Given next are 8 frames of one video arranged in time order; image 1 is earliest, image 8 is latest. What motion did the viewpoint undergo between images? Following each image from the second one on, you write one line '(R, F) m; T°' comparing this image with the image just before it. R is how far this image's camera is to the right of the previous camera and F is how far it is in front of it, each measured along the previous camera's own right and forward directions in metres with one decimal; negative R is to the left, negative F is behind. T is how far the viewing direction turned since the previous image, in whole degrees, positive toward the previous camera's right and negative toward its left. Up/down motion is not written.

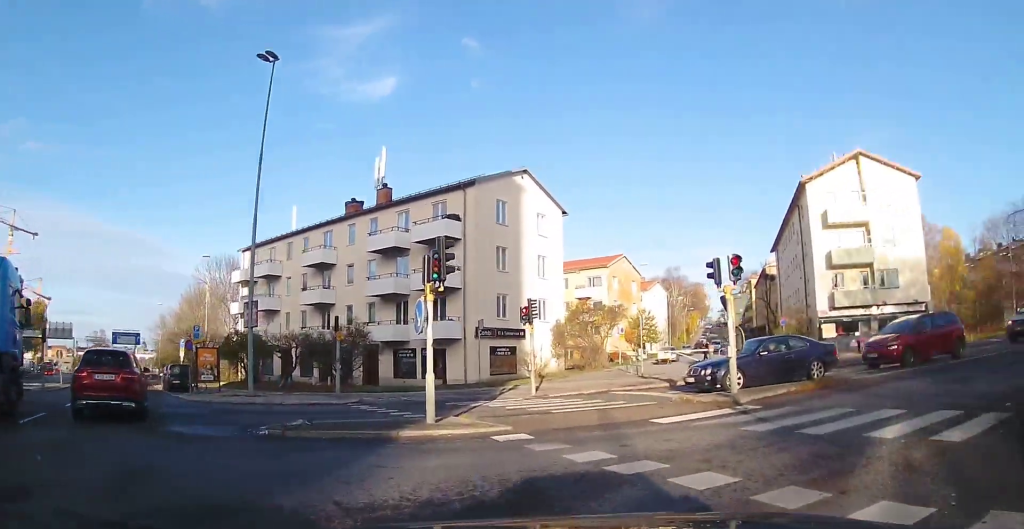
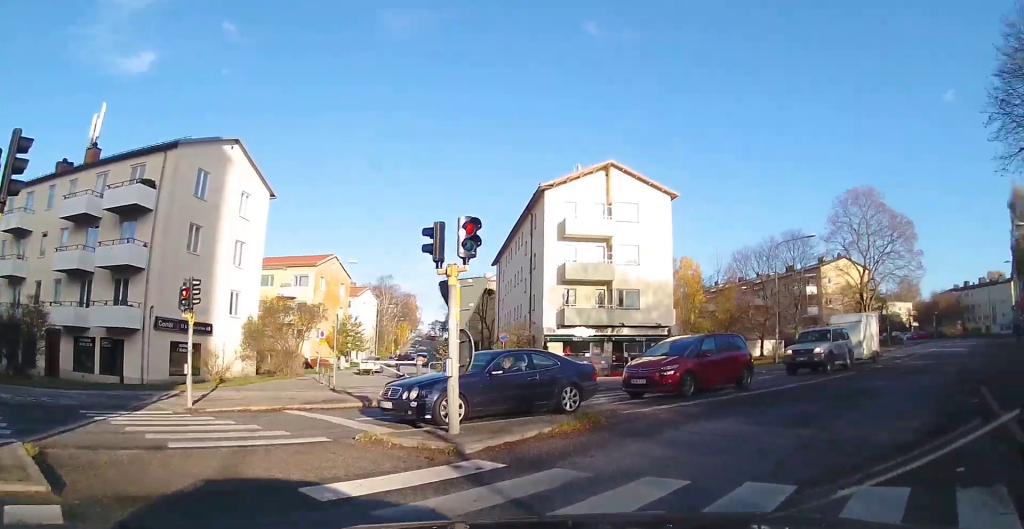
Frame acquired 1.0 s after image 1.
(+0.7, +4.3) m; +32°
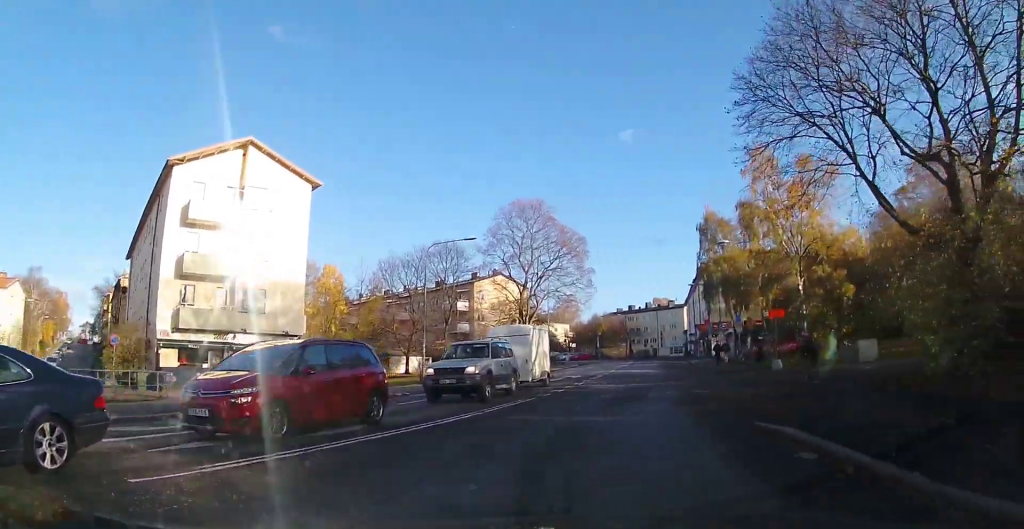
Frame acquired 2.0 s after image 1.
(+2.2, +4.8) m; +32°
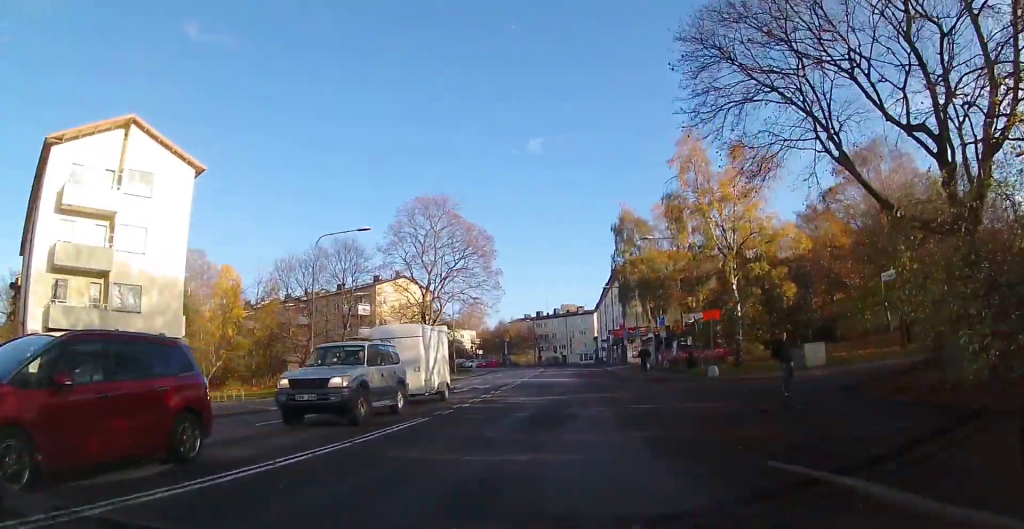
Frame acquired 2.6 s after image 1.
(+0.5, +3.8) m; +3°
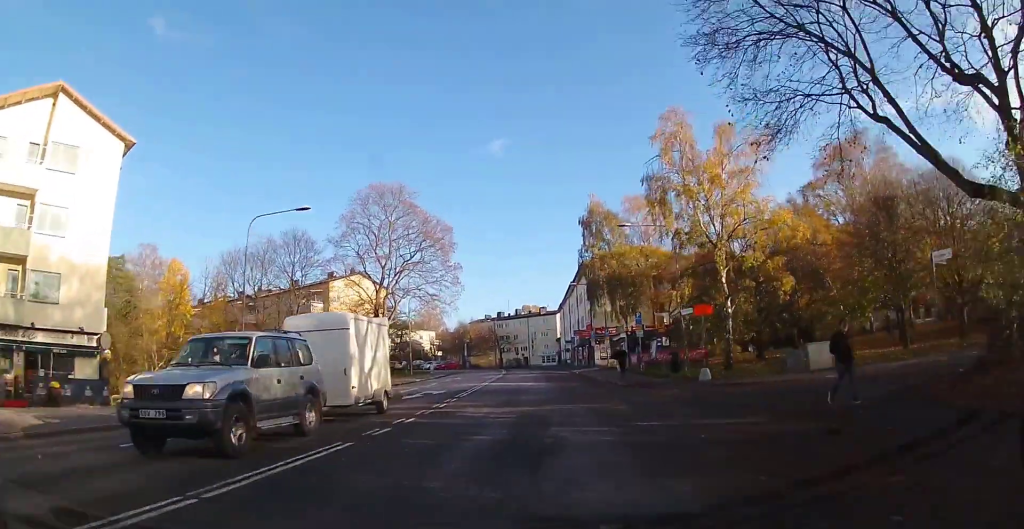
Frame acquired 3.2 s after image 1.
(0.0, +3.9) m; +2°
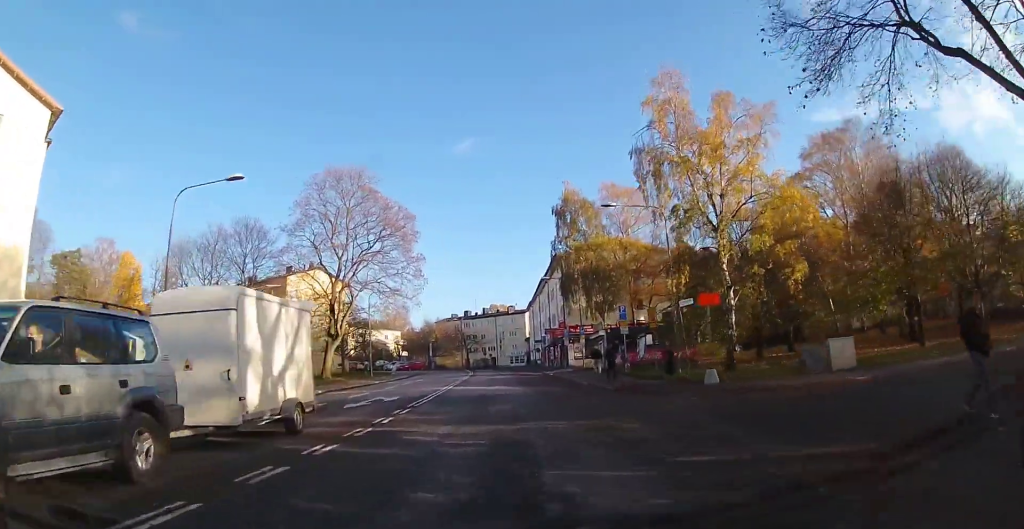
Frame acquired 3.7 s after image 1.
(-0.2, +3.9) m; +2°
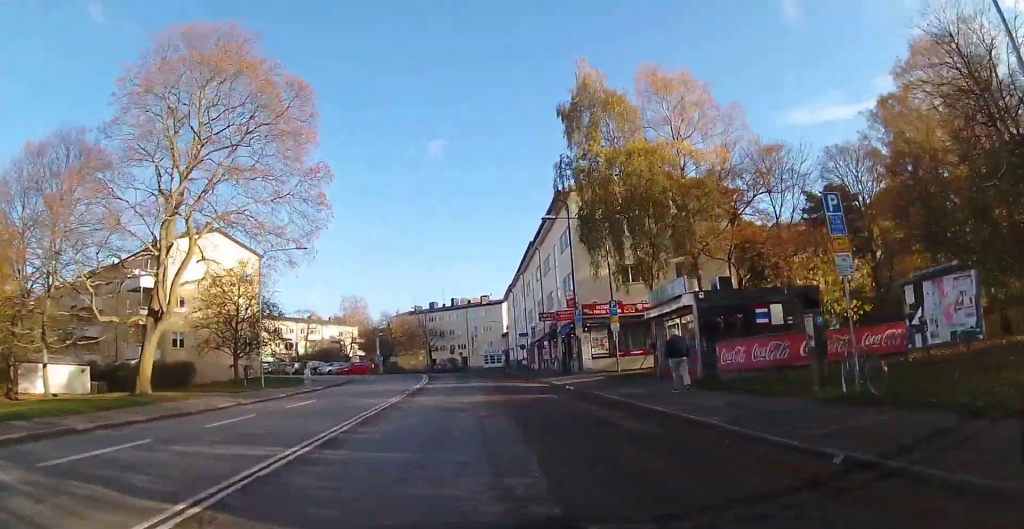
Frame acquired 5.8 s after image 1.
(+0.3, +21.3) m; 0°
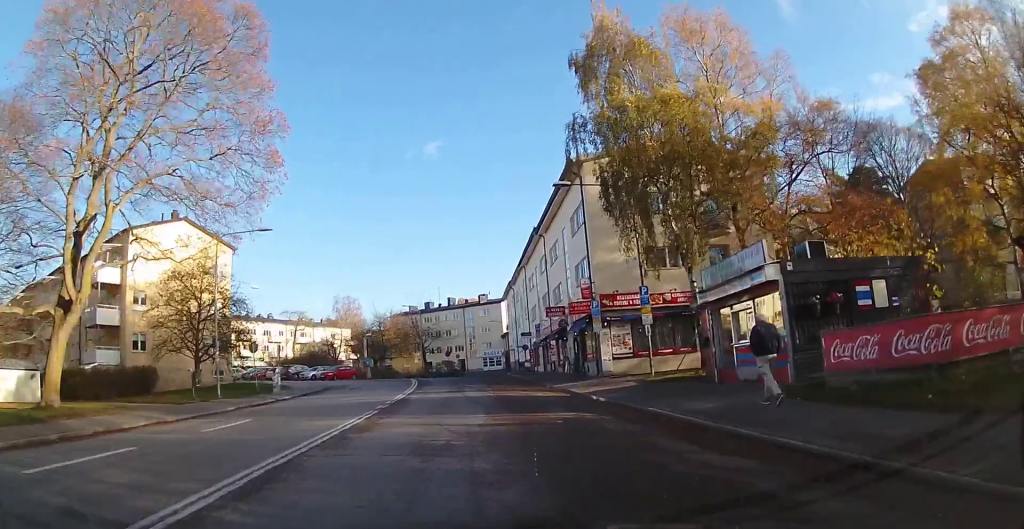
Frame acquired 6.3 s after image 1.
(+0.2, +5.8) m; 0°
